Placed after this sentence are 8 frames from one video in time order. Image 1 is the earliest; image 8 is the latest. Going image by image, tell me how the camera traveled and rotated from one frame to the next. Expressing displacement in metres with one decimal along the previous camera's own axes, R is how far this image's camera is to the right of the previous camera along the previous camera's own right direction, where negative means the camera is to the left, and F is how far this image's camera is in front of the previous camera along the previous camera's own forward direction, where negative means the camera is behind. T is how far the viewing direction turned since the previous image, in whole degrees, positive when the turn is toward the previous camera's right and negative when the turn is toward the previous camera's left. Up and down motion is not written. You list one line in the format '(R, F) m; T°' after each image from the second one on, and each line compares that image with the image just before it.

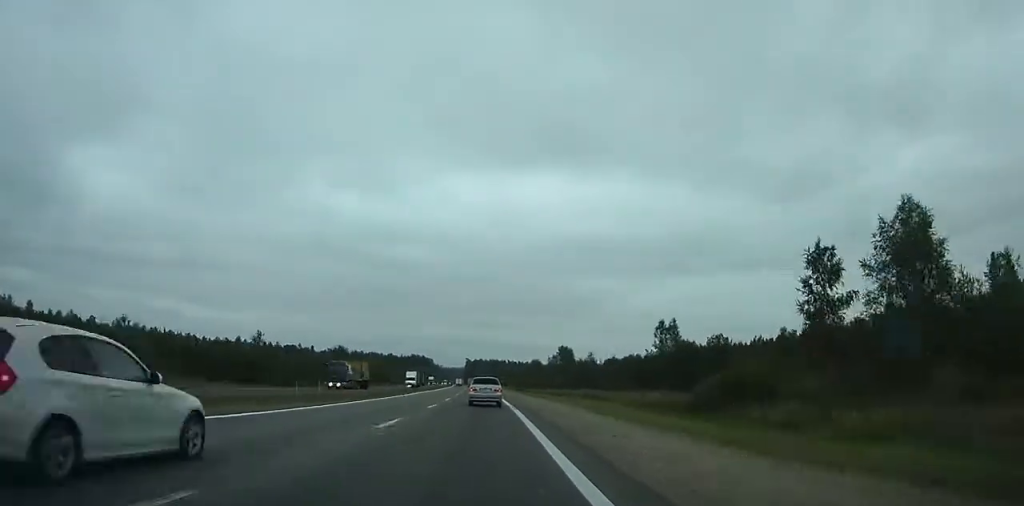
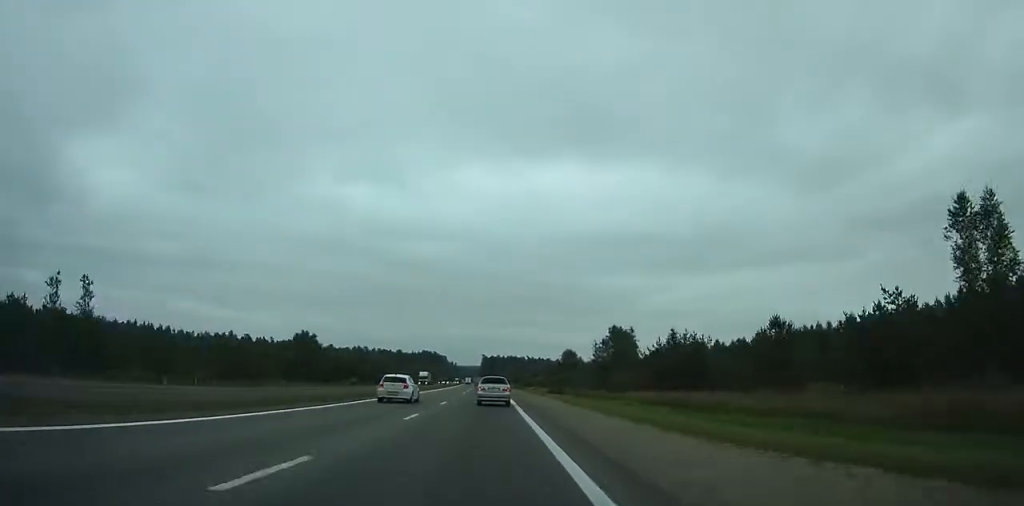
(-0.8, +56.3) m; -1°
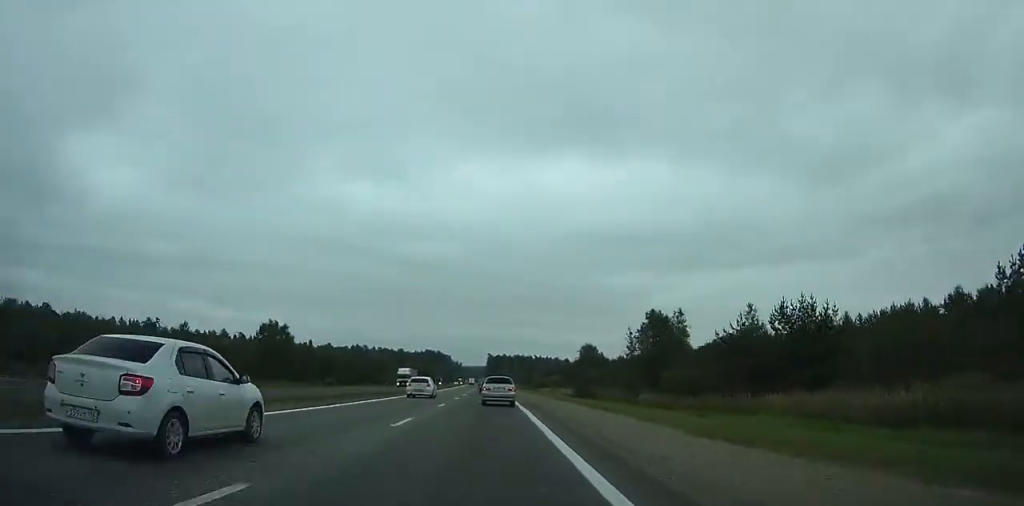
(-0.2, +26.5) m; 0°
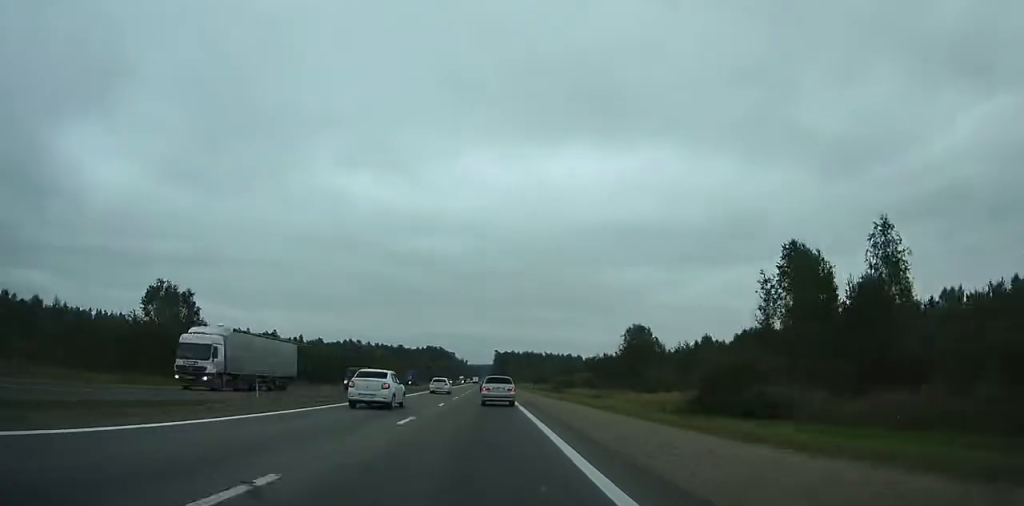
(0.0, +46.3) m; -1°
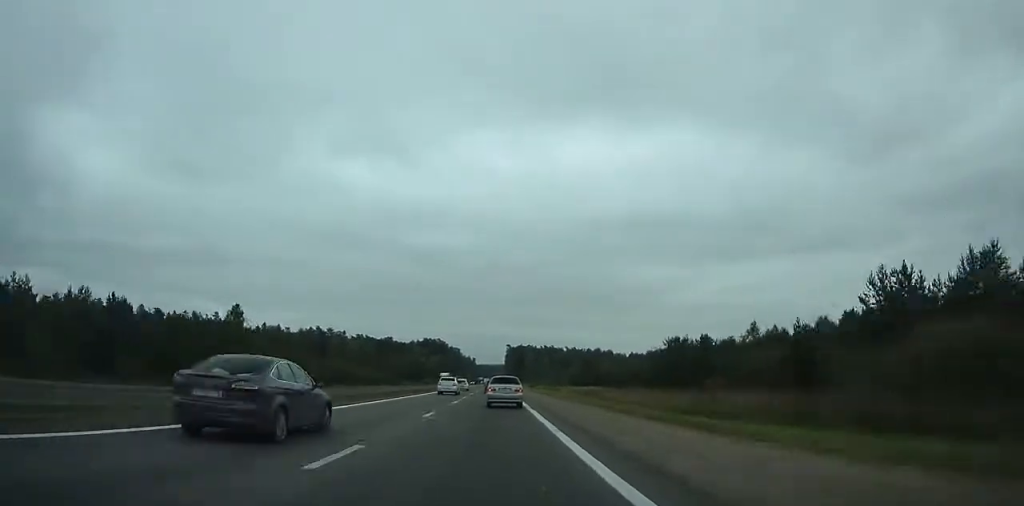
(-1.6, +103.8) m; -1°
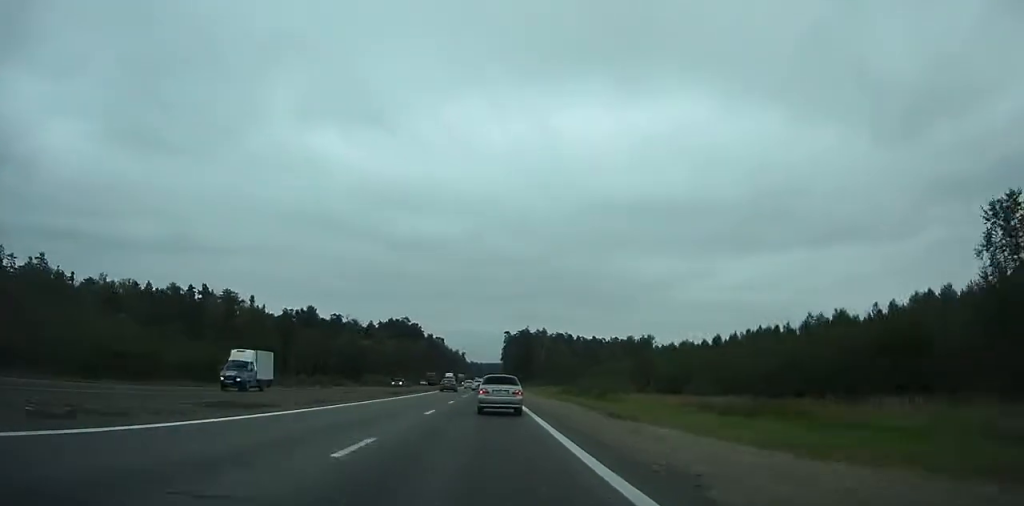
(-0.2, +130.4) m; 0°
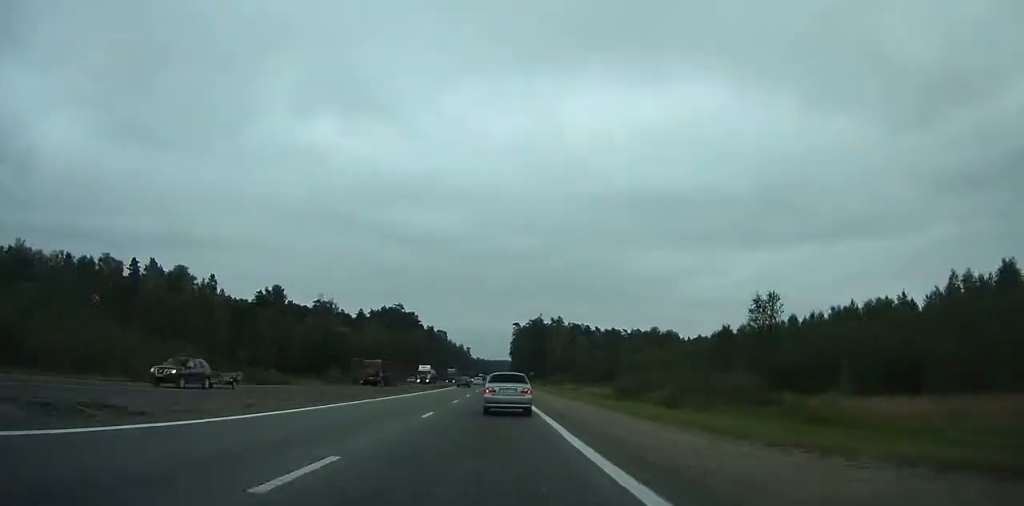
(0.0, +39.9) m; 0°
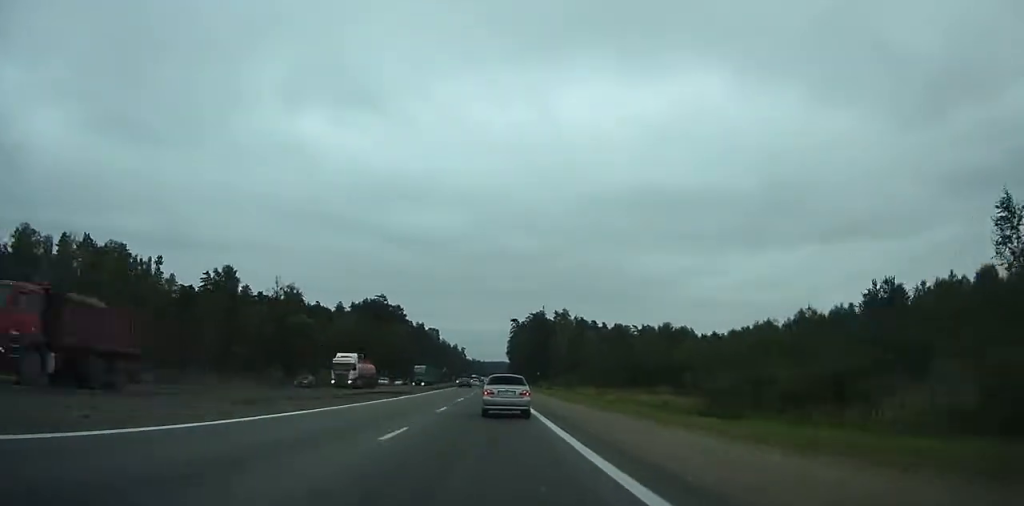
(0.0, +32.0) m; 0°
